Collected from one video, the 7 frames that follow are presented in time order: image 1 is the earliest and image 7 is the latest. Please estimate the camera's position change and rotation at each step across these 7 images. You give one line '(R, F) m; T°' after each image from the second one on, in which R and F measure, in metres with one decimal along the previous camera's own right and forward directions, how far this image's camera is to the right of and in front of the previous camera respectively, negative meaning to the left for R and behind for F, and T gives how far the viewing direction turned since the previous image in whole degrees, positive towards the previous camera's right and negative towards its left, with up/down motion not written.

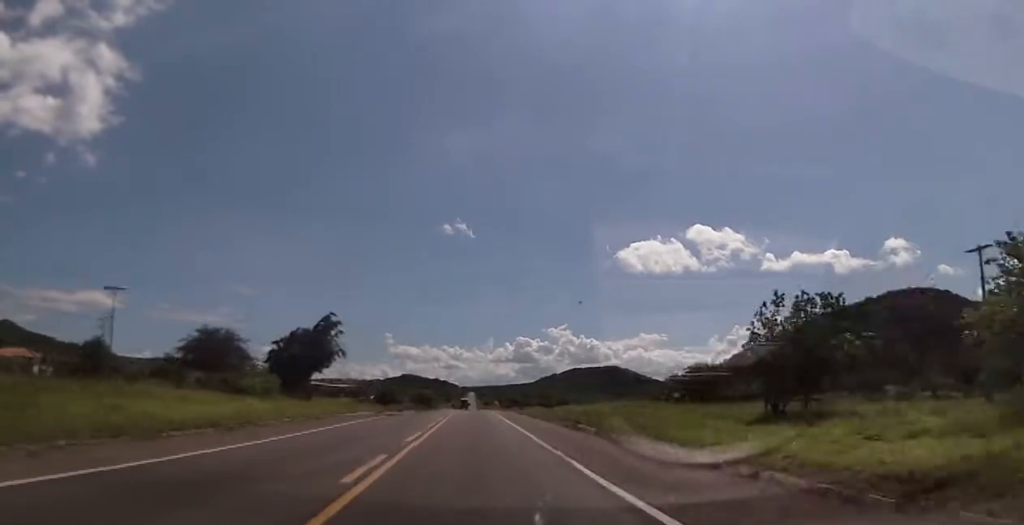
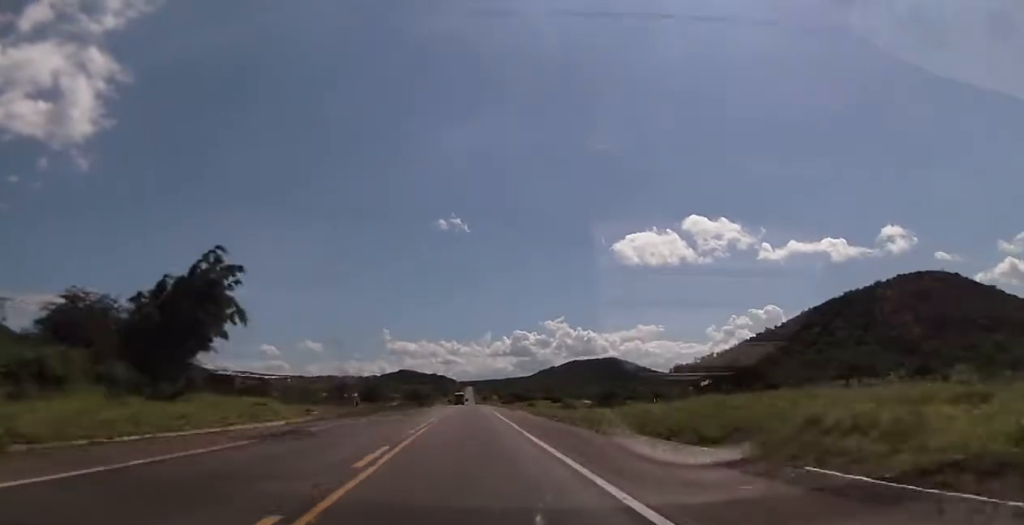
(0.0, +25.0) m; 0°
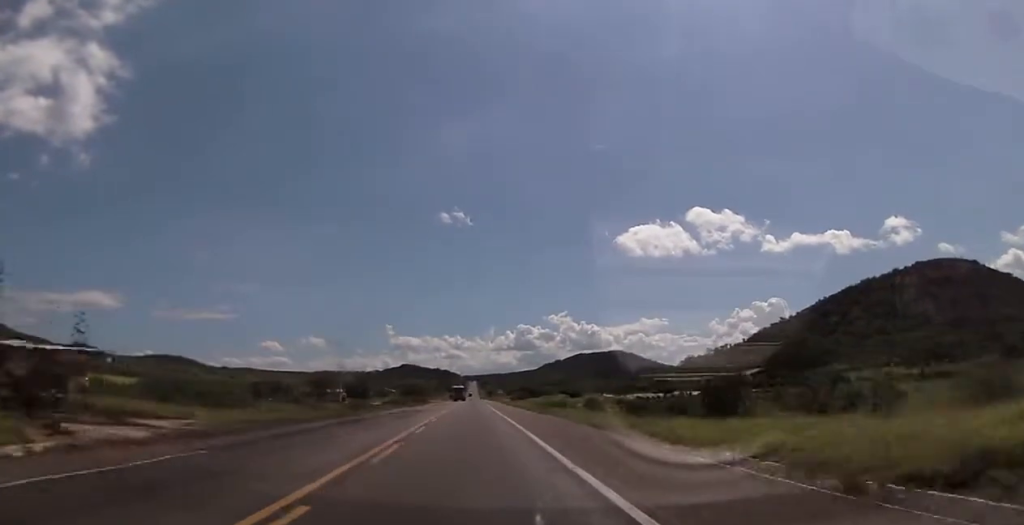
(0.0, +27.7) m; 0°
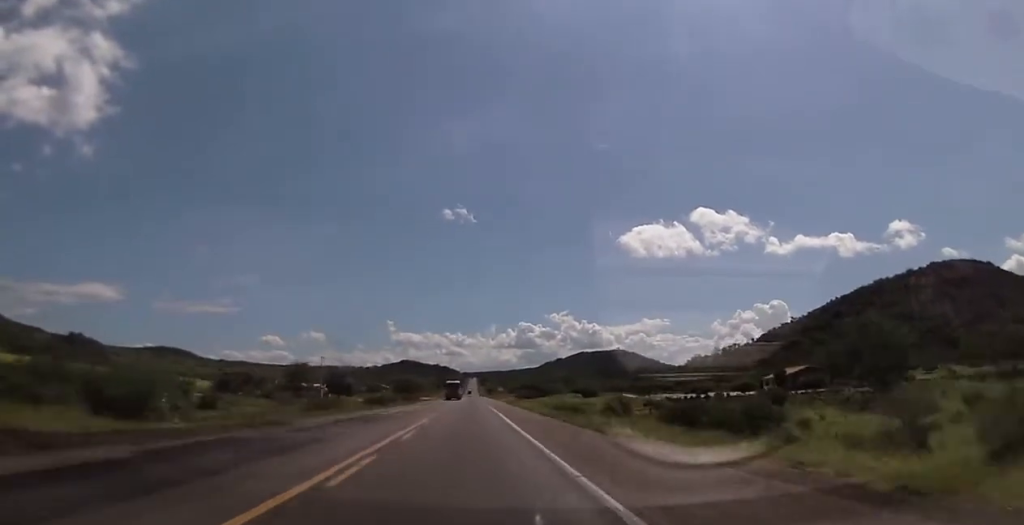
(0.0, +24.7) m; 0°
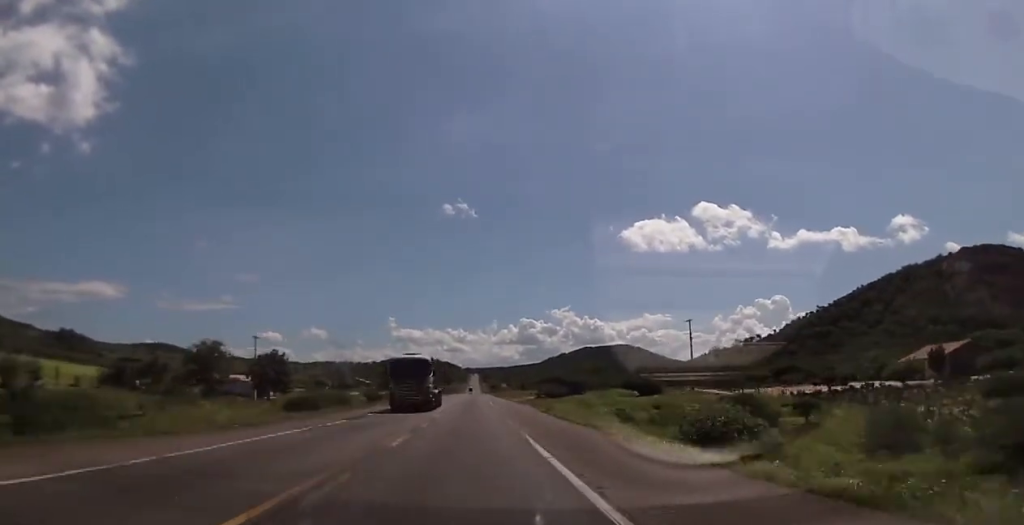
(0.0, +52.7) m; 0°
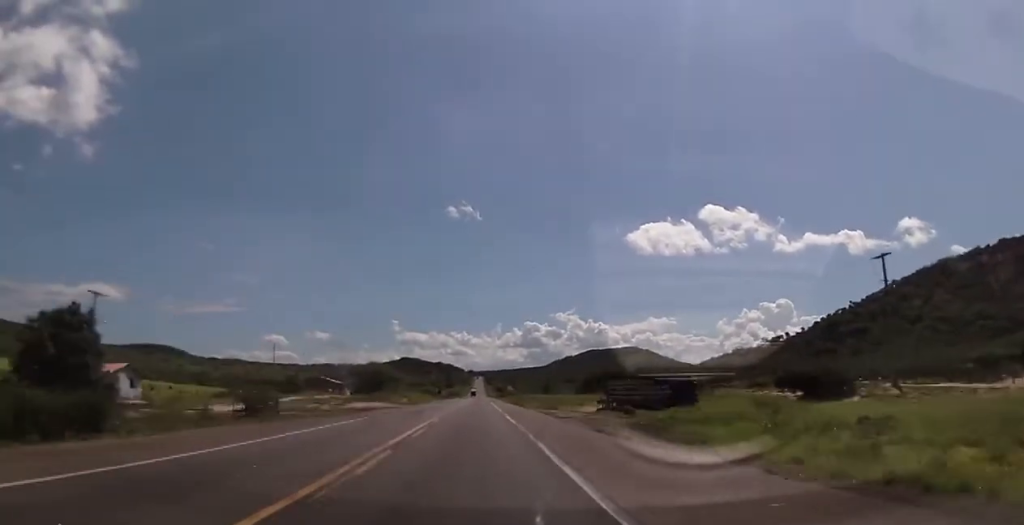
(-0.2, +50.6) m; -1°
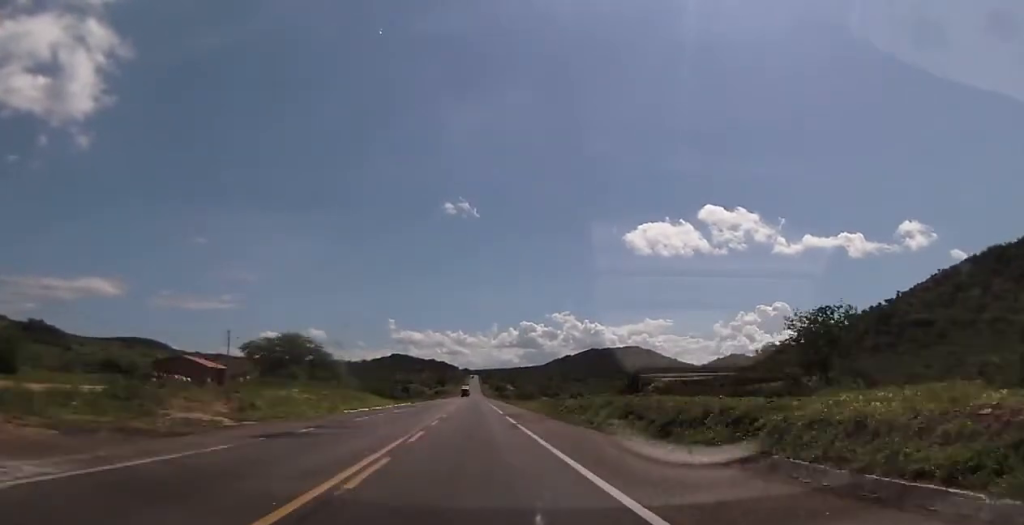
(+0.1, +72.6) m; +1°
